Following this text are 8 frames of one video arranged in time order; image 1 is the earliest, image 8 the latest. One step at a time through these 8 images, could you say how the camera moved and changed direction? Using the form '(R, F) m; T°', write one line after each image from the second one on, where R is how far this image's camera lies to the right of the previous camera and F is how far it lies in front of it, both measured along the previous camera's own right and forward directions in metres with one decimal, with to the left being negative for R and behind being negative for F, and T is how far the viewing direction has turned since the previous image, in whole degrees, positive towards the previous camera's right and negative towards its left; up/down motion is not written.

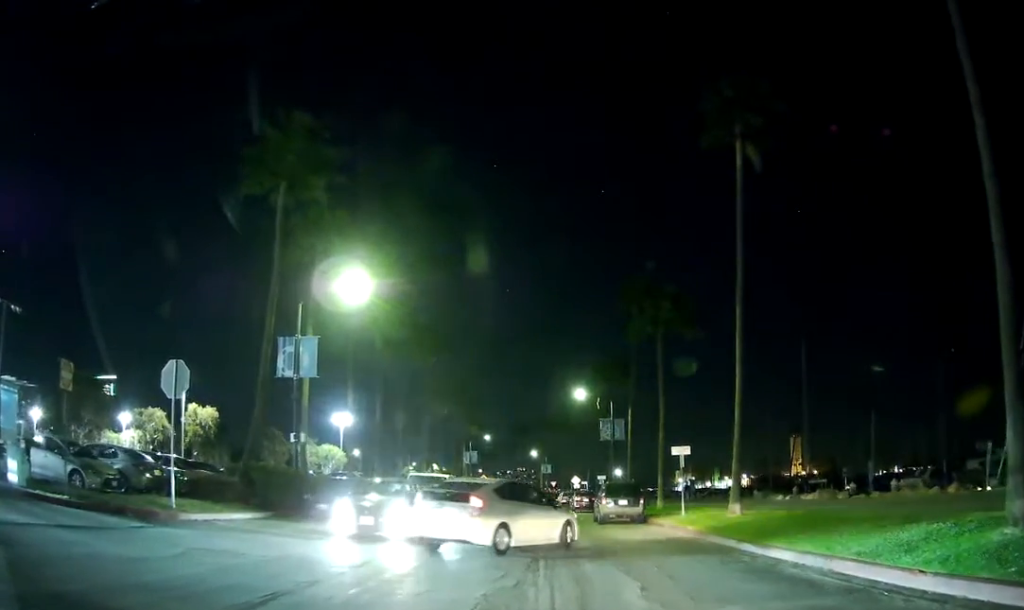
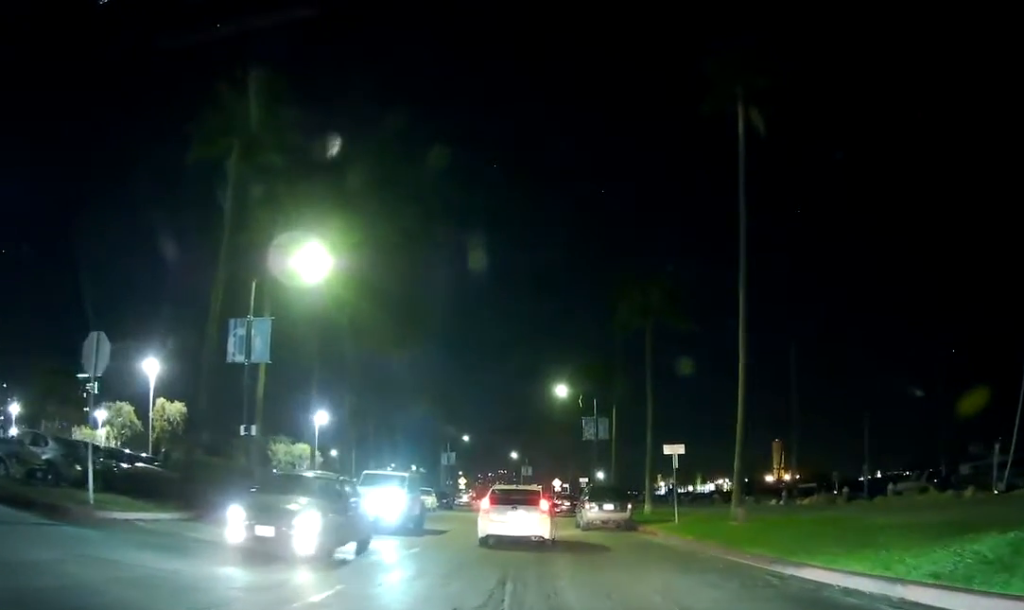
(+0.2, +2.7) m; +4°
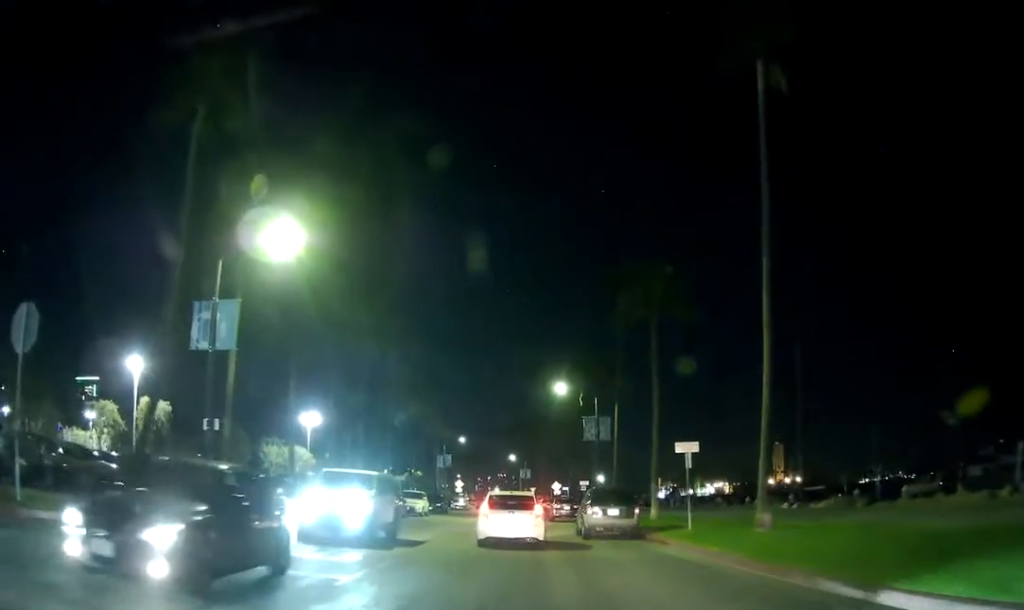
(0.0, +2.9) m; -1°
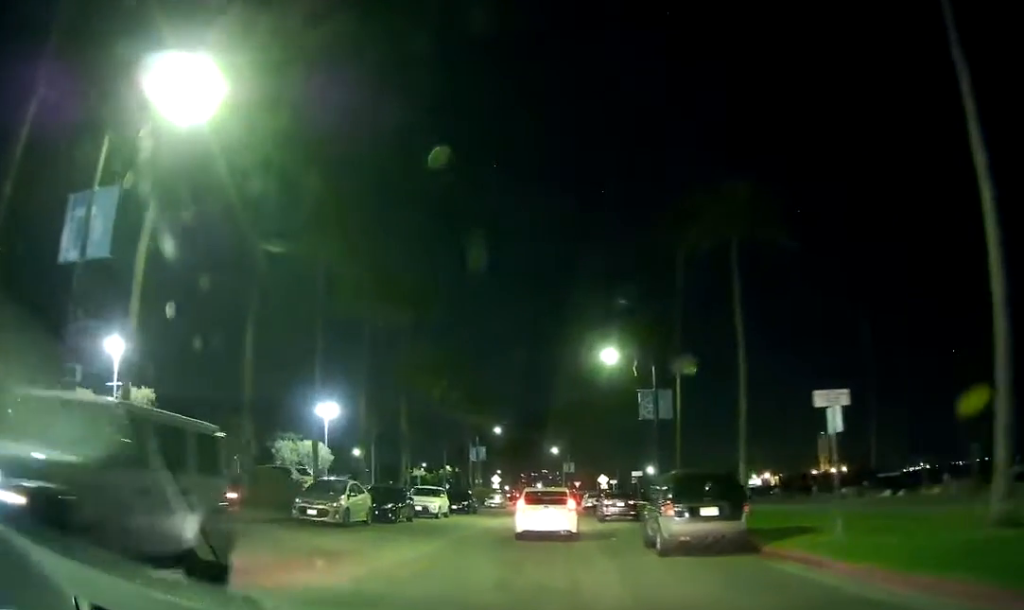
(-0.7, +8.5) m; -9°
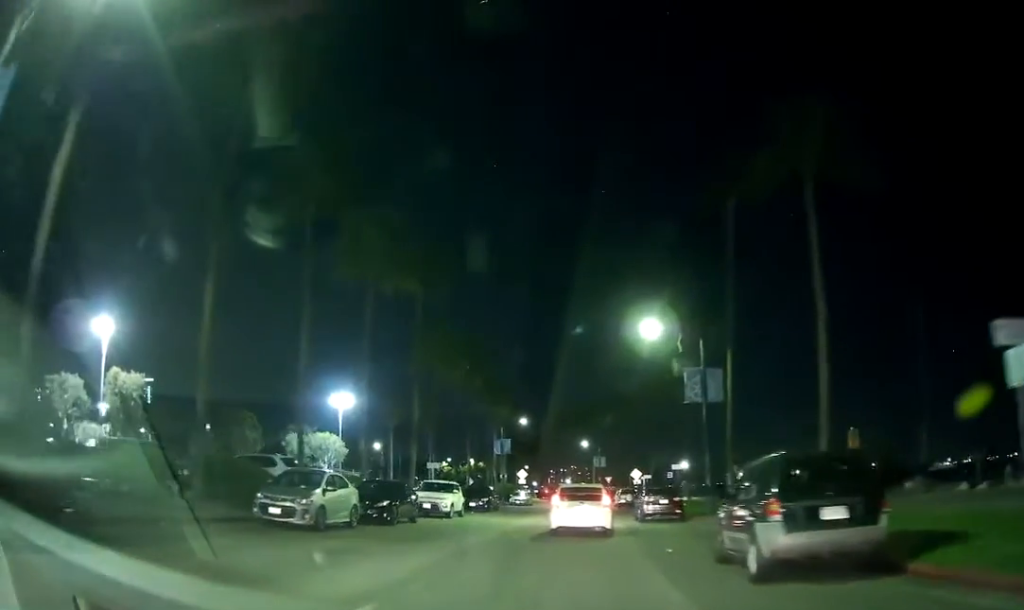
(-0.2, +4.8) m; +1°
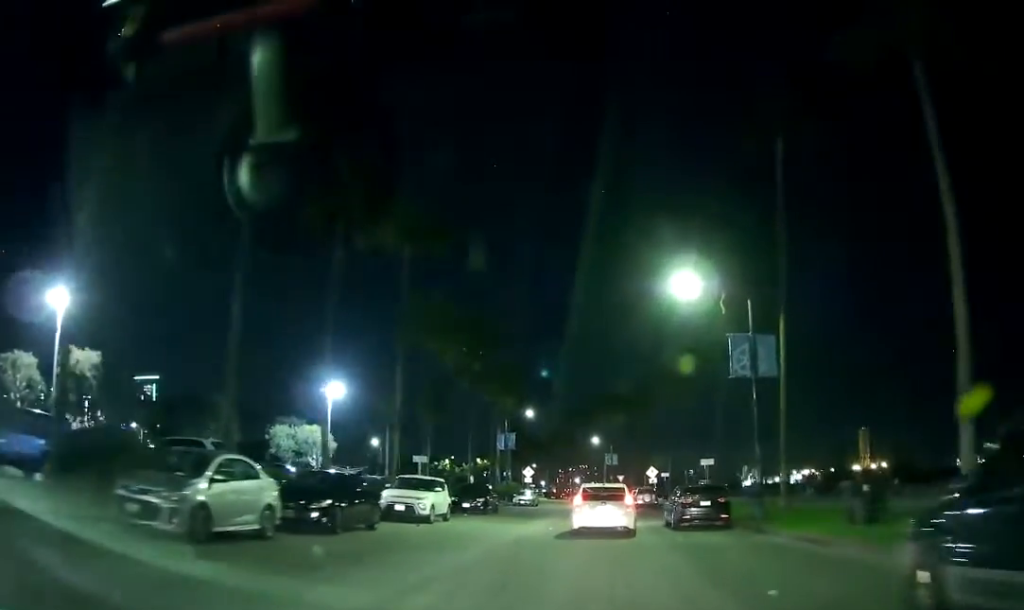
(+0.4, +6.6) m; +1°
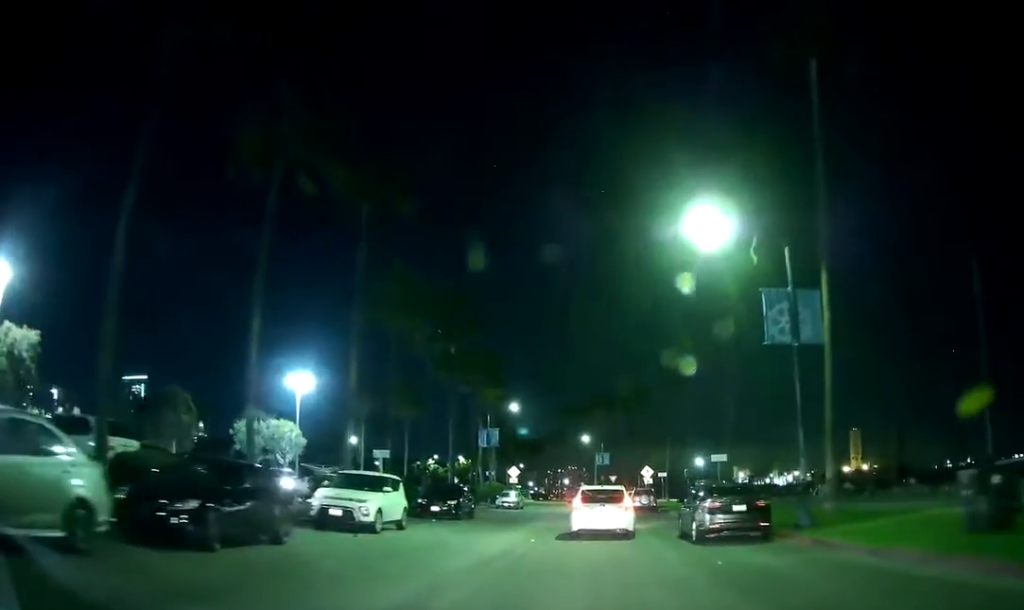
(-0.3, +5.6) m; -2°
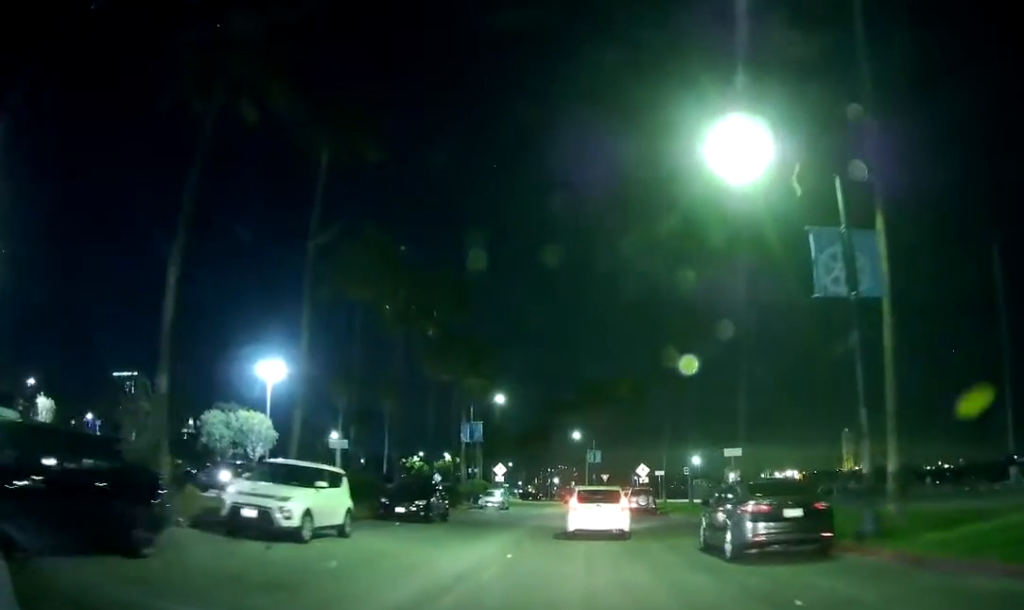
(+0.1, +4.6) m; +1°
